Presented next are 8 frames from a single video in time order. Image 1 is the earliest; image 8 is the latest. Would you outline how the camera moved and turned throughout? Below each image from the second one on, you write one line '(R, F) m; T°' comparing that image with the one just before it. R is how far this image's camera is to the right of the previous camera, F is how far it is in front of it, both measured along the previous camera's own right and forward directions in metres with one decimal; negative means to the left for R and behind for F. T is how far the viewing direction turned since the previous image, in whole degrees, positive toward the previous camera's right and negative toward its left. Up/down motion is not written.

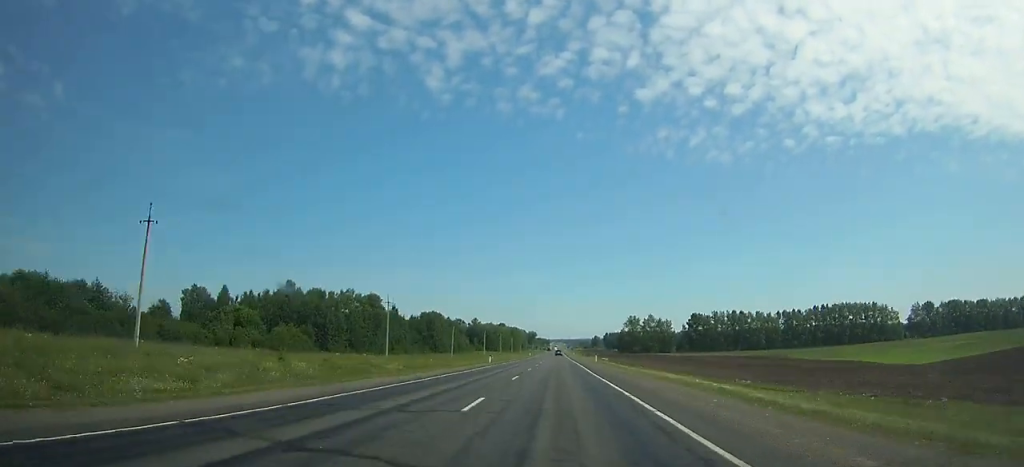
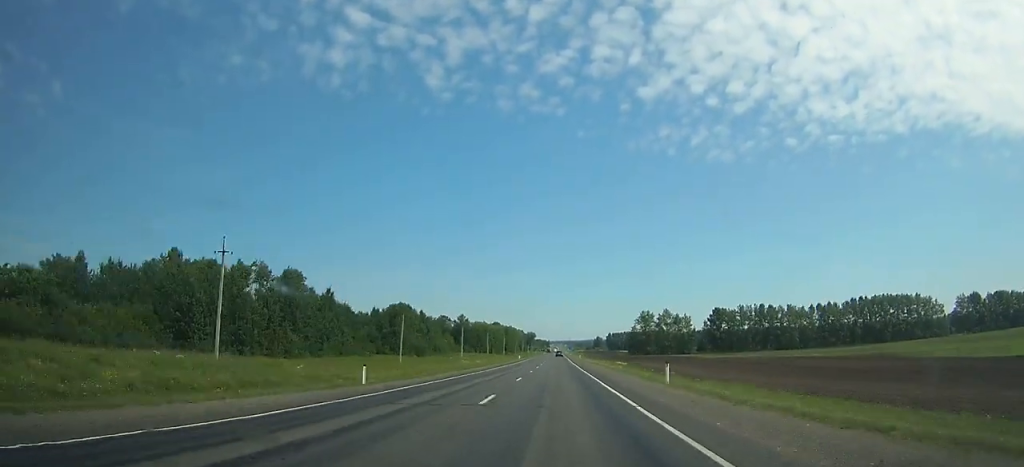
(-0.1, +45.2) m; 0°
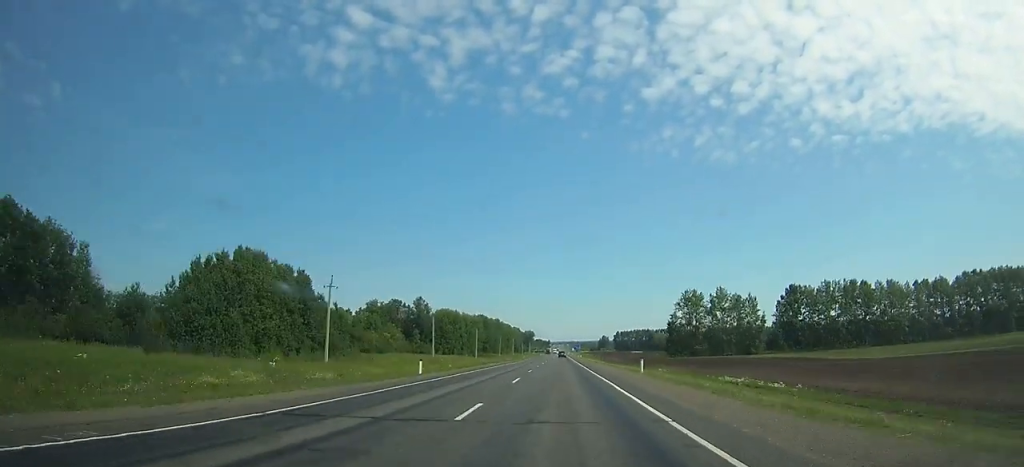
(+0.1, +87.2) m; 0°
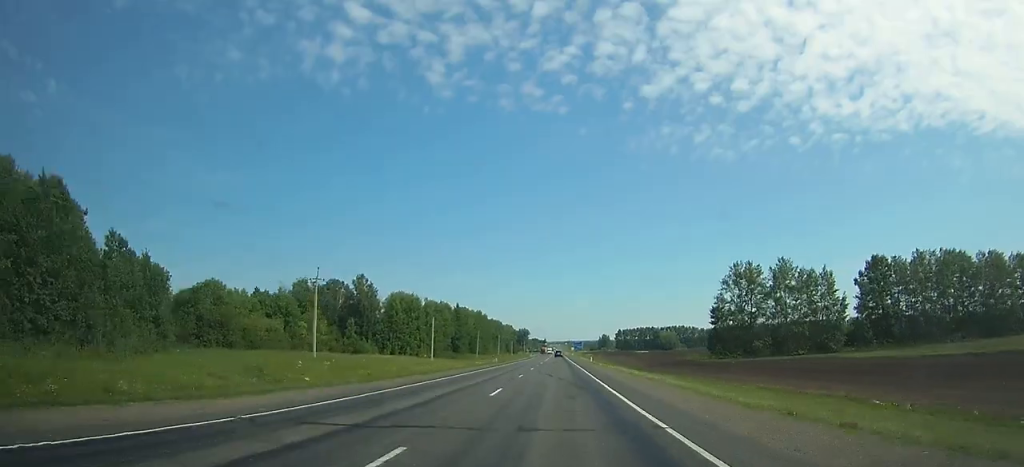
(0.0, +53.1) m; 0°
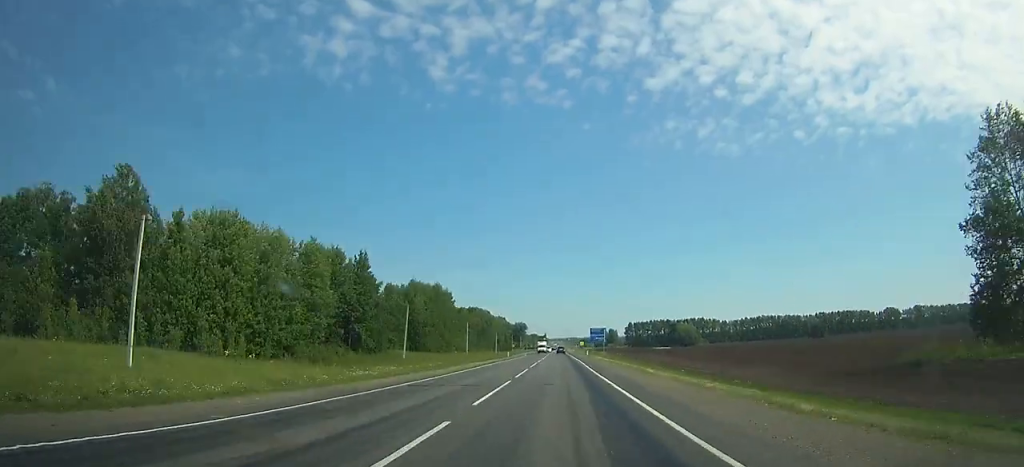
(0.0, +80.4) m; 0°
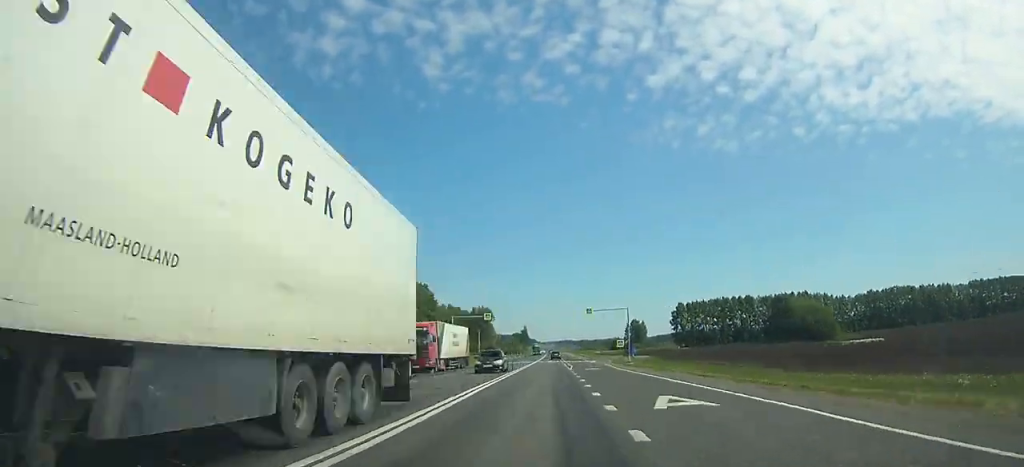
(+1.2, +253.7) m; +1°
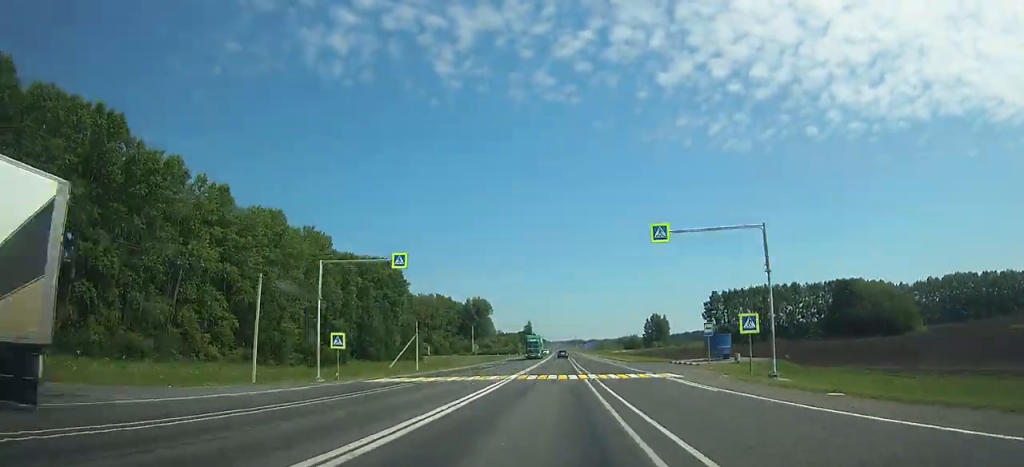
(-0.1, +50.7) m; 0°
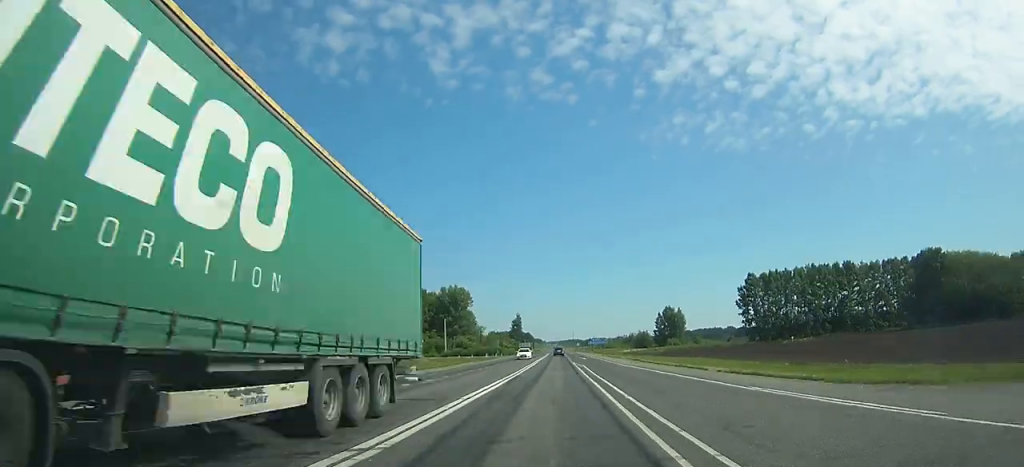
(-0.1, +53.4) m; 0°
